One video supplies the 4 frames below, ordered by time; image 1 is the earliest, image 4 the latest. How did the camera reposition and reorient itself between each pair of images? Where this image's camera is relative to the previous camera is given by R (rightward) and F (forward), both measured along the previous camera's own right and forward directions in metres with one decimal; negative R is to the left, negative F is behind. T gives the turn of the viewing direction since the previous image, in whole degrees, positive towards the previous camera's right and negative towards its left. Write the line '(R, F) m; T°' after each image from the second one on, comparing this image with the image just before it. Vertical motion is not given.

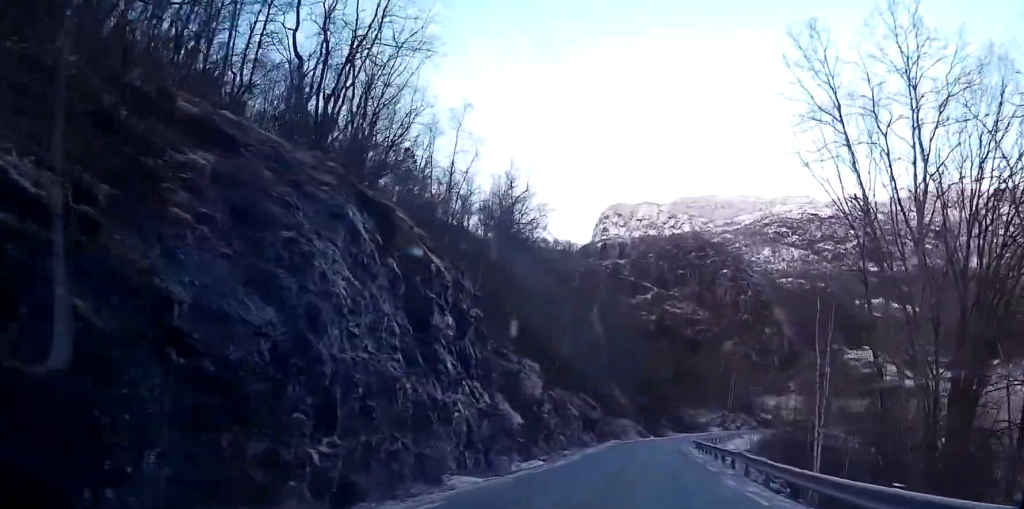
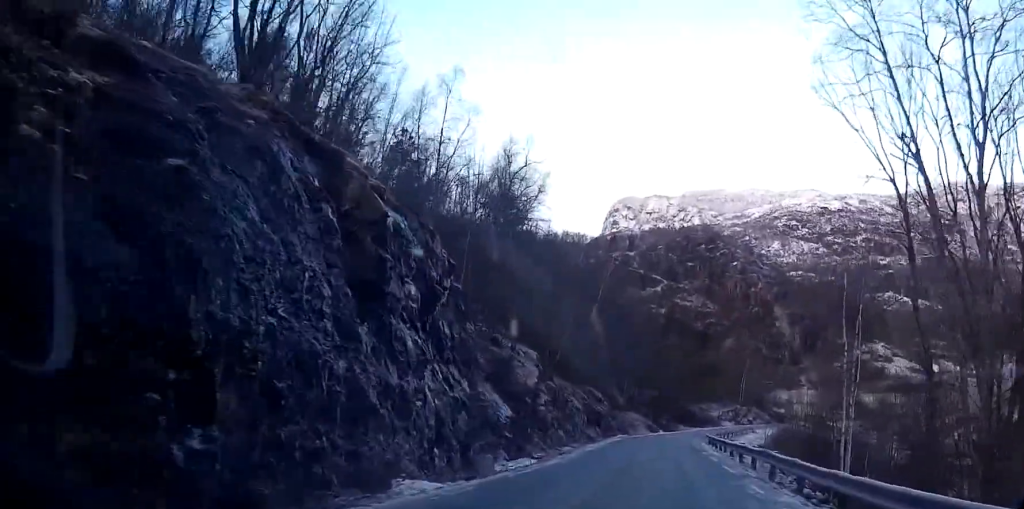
(0.0, +3.8) m; 0°
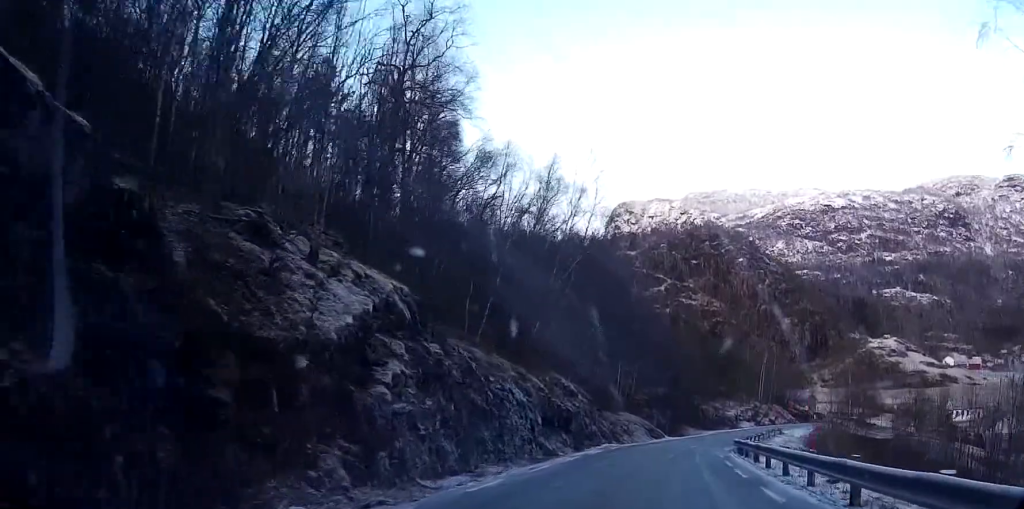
(-0.5, +20.3) m; -4°
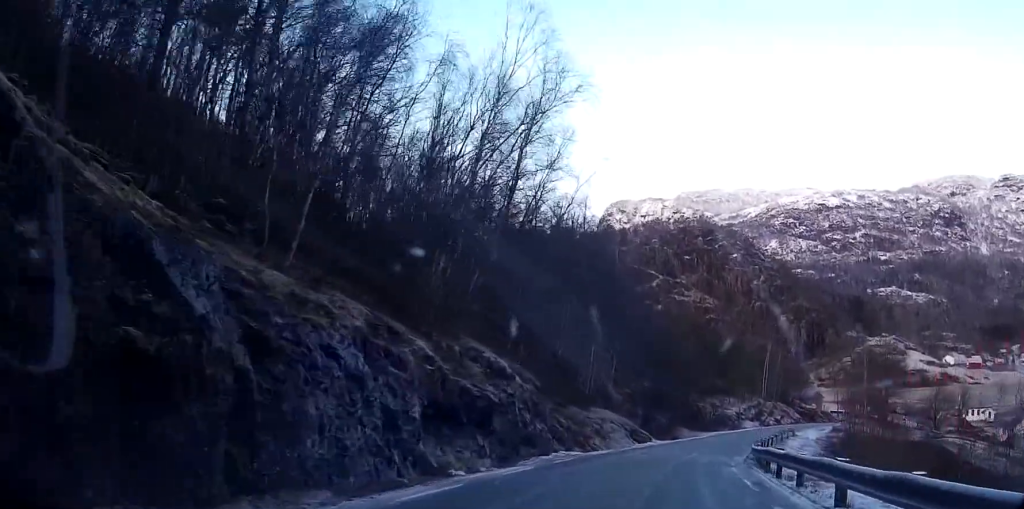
(-0.4, +14.8) m; -2°
